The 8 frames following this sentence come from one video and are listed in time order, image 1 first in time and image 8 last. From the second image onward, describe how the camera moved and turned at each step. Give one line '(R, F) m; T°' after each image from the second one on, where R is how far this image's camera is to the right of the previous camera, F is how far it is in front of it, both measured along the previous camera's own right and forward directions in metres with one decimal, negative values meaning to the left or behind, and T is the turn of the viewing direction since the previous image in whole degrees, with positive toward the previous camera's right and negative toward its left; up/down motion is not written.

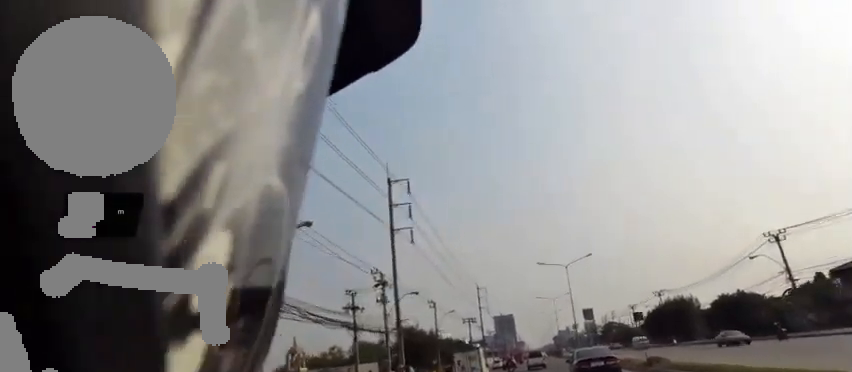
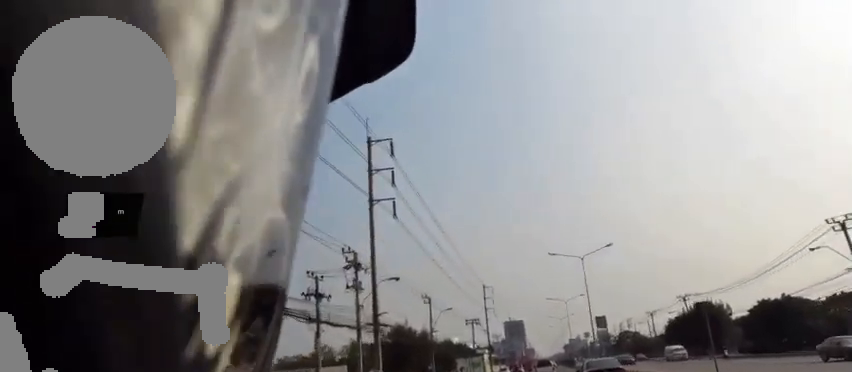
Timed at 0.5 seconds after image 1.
(+0.5, +9.3) m; 0°
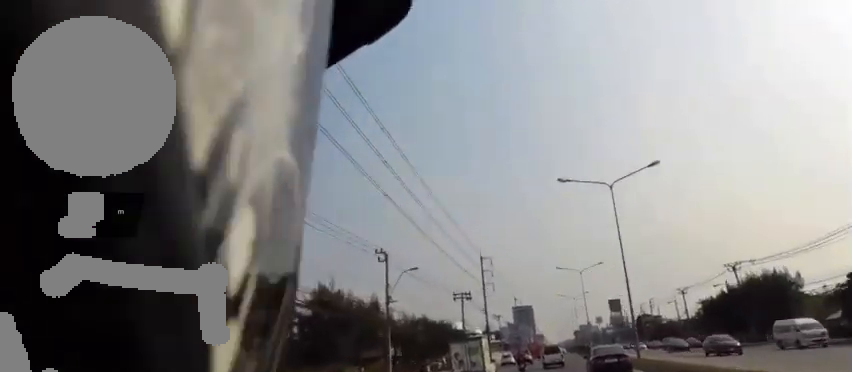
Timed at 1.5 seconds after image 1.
(+0.3, +19.9) m; 0°
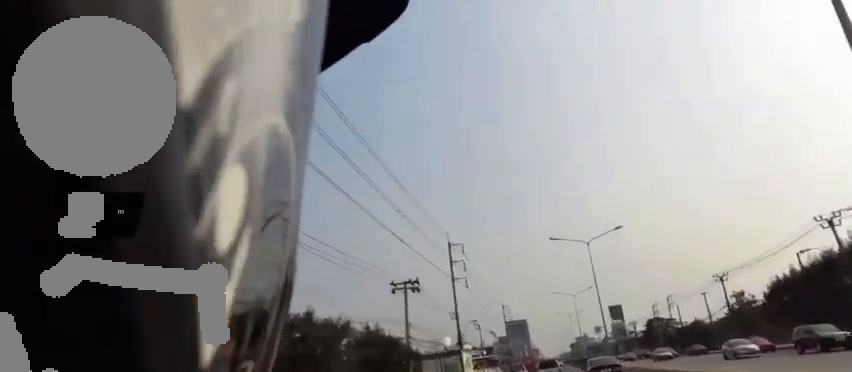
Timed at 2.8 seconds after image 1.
(+0.1, +26.5) m; 0°
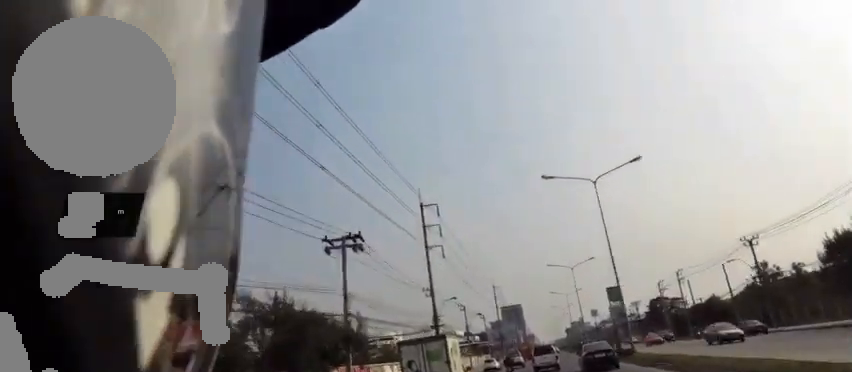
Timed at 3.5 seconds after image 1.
(-0.2, +13.5) m; 0°
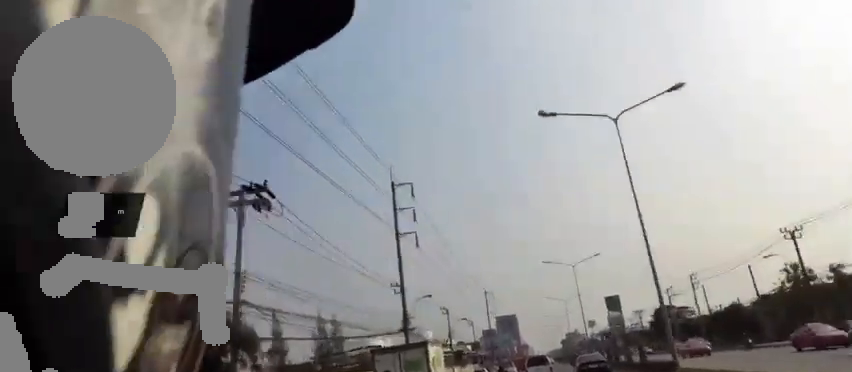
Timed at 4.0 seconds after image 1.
(-0.8, +11.6) m; 0°
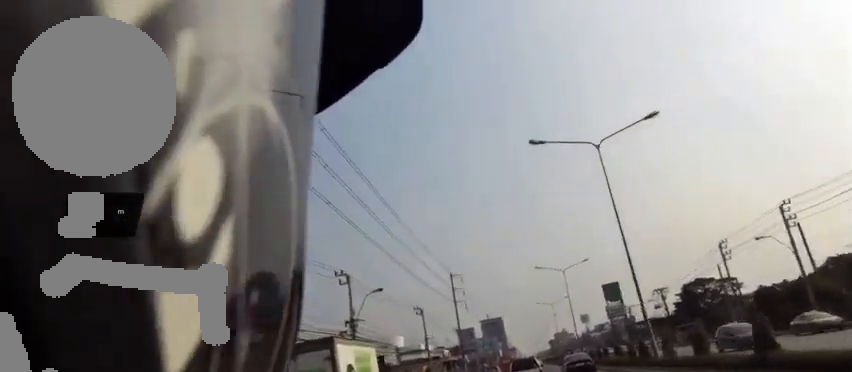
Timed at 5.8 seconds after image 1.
(+0.1, +36.6) m; 0°
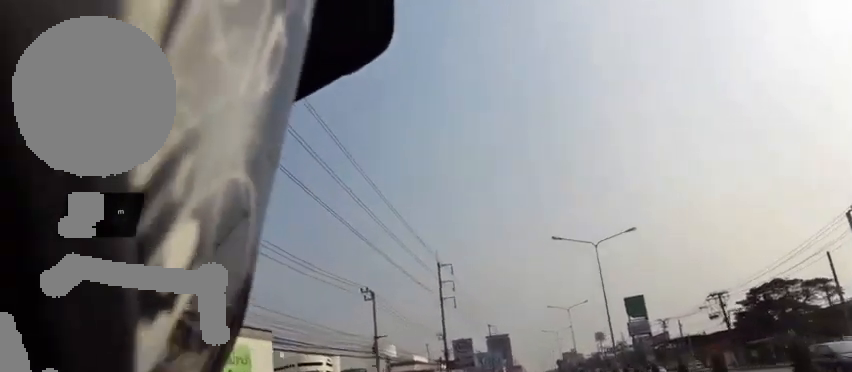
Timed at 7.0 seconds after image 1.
(+1.1, +23.5) m; +4°
